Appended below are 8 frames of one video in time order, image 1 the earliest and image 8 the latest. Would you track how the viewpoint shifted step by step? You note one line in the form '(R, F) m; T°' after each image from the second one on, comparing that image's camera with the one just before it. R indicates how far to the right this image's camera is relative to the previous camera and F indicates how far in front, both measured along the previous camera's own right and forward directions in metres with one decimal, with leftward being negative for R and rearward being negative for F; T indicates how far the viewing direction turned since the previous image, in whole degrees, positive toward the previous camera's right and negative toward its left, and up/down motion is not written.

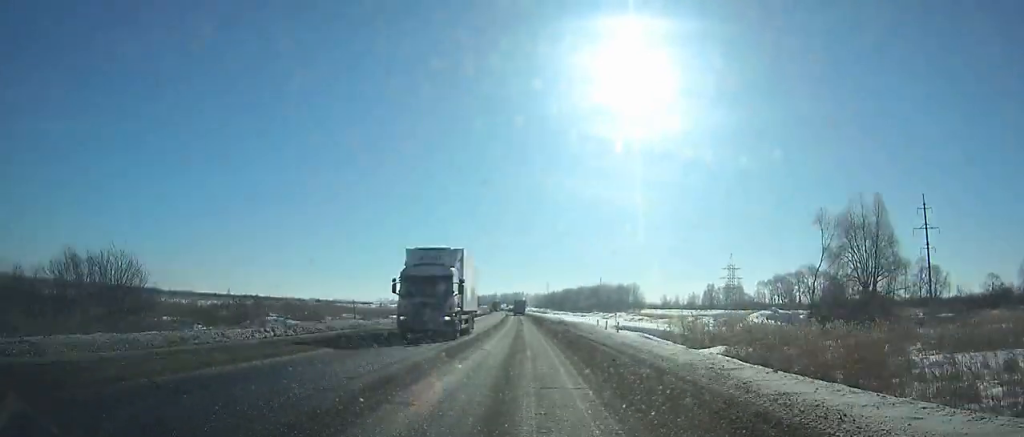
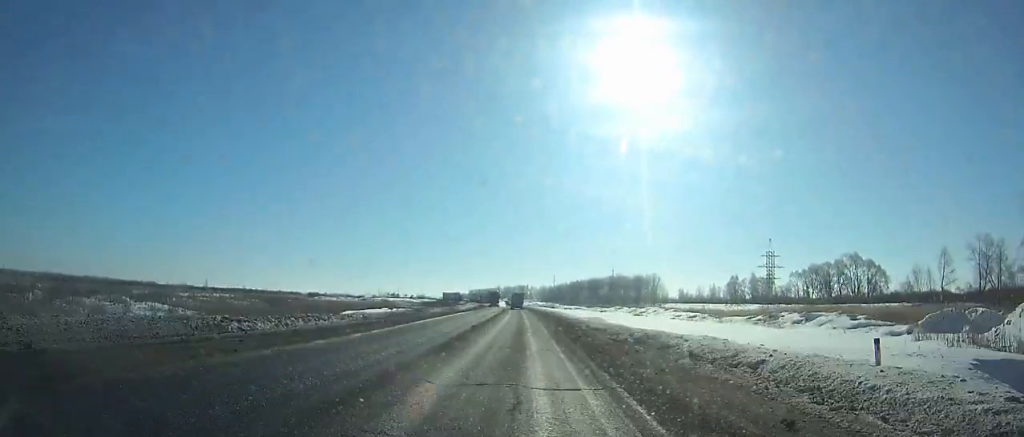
(-0.1, +37.0) m; -1°
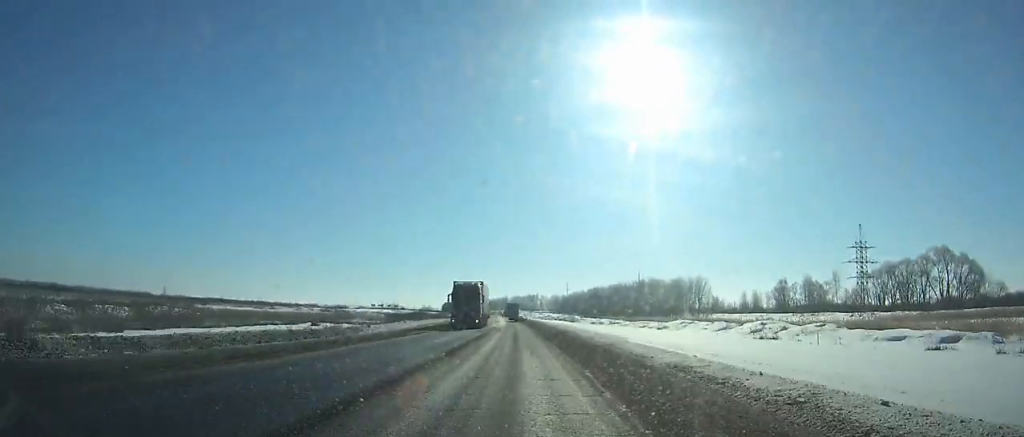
(-0.6, +57.6) m; -1°
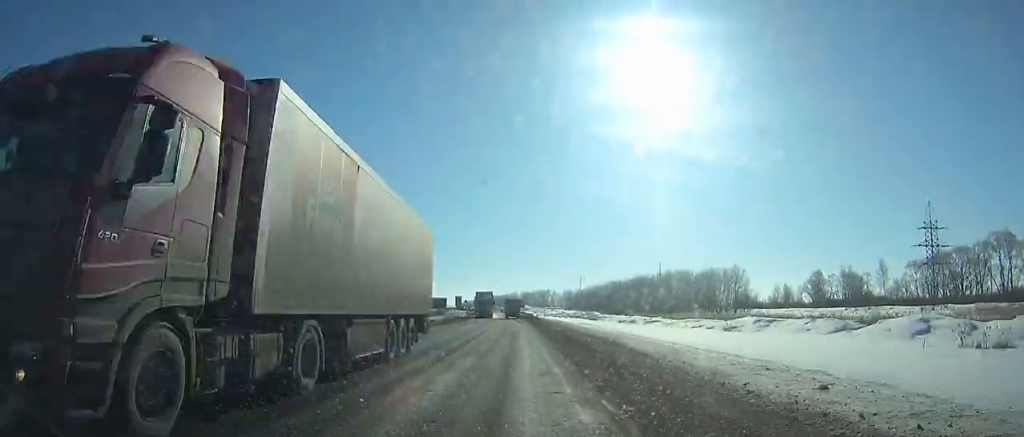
(-0.2, +27.9) m; -1°
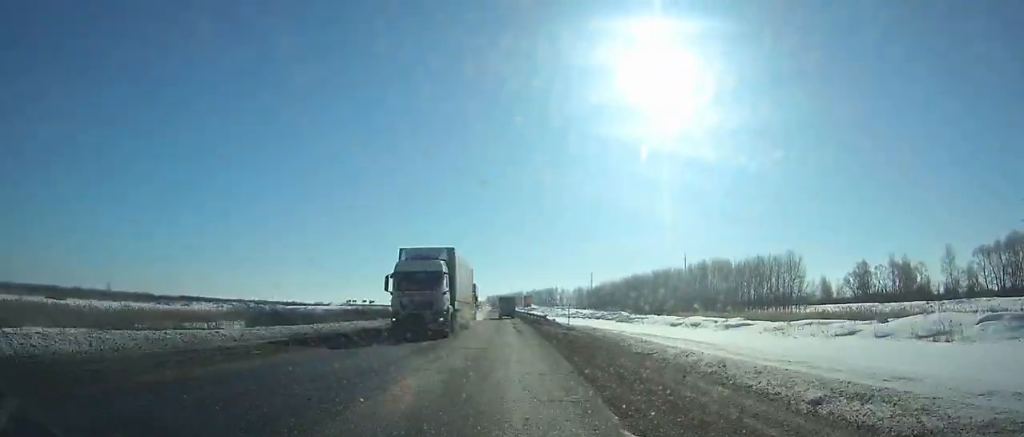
(-0.3, +34.2) m; -1°
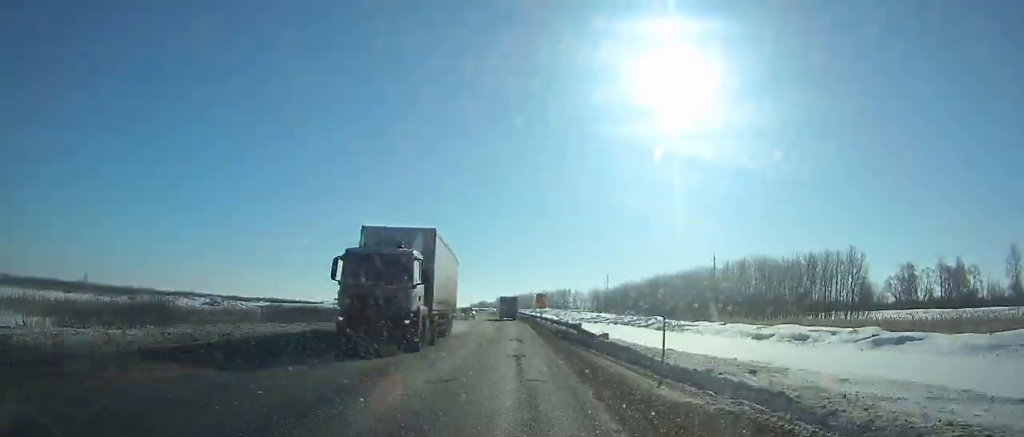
(-0.2, +22.9) m; -1°
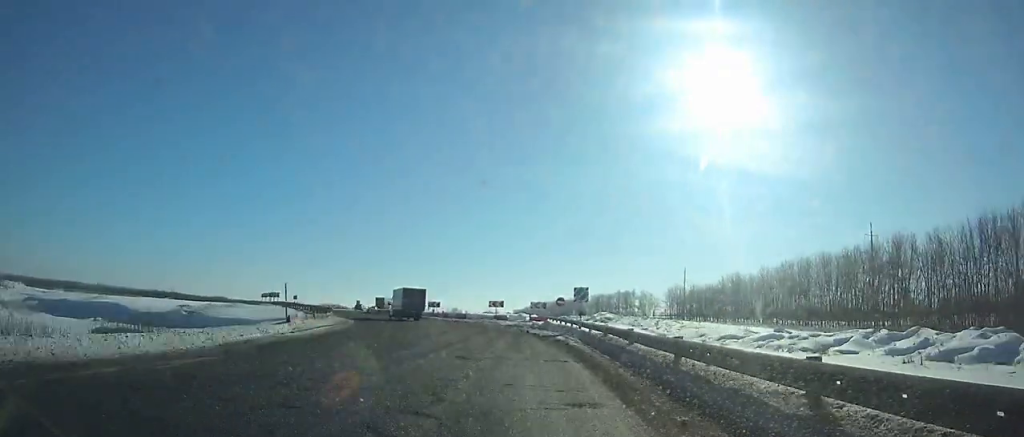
(-2.1, +76.5) m; -7°
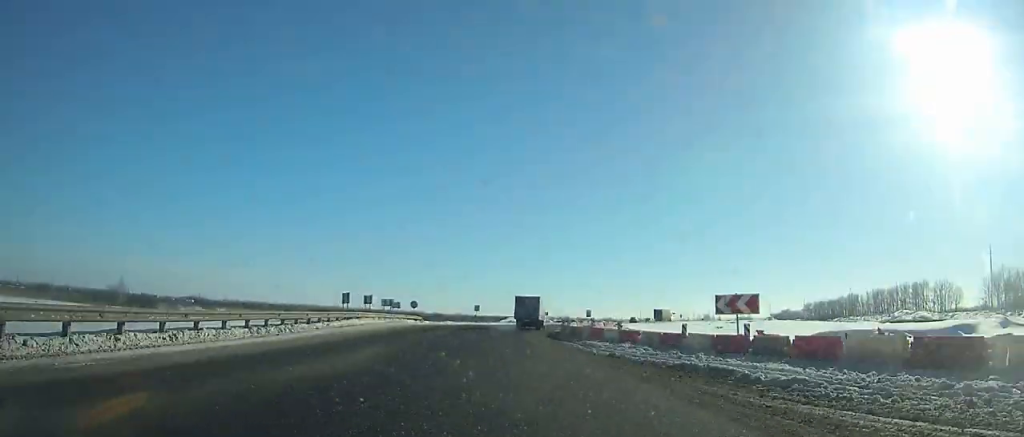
(-8.4, +52.6) m; -14°
